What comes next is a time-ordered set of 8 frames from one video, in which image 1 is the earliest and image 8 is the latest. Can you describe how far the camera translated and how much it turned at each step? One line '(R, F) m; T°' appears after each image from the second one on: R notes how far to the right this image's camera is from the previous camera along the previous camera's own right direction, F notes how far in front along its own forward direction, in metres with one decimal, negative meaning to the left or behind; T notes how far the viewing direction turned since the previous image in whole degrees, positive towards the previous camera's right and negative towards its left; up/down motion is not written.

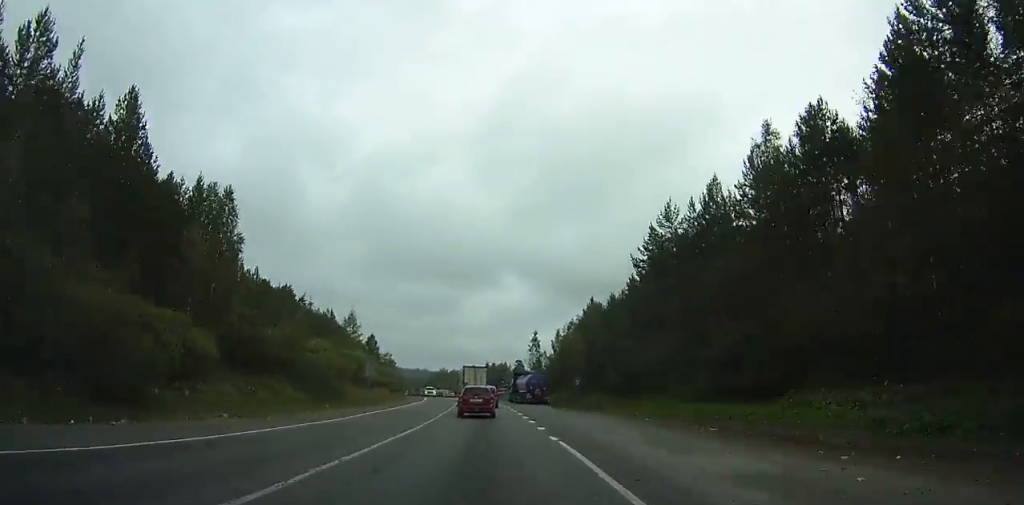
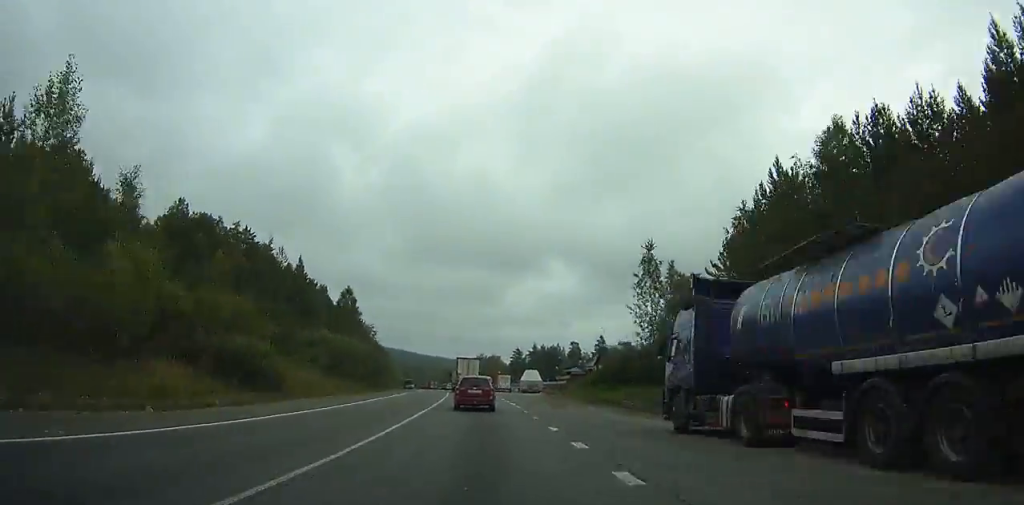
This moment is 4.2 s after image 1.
(-2.8, +57.0) m; -5°
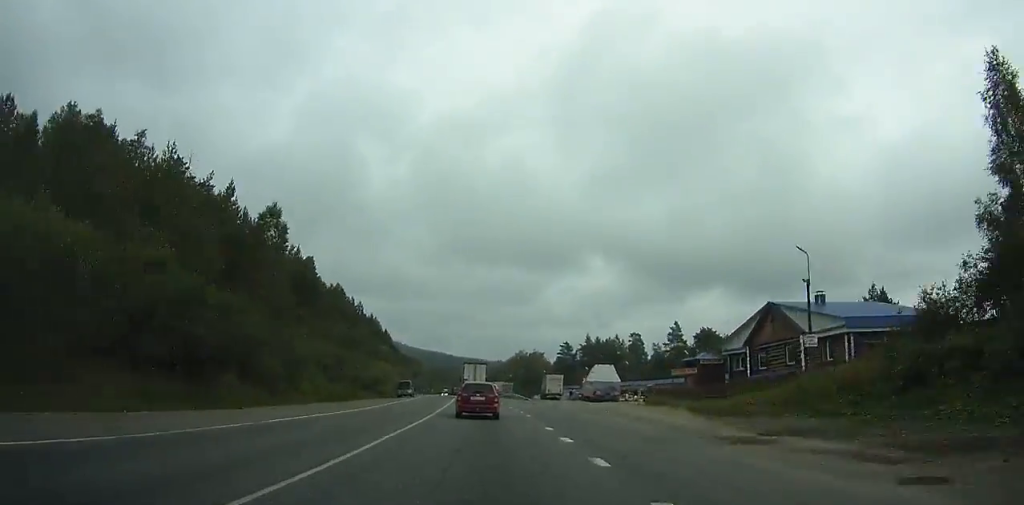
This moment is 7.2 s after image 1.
(-1.4, +41.9) m; -3°
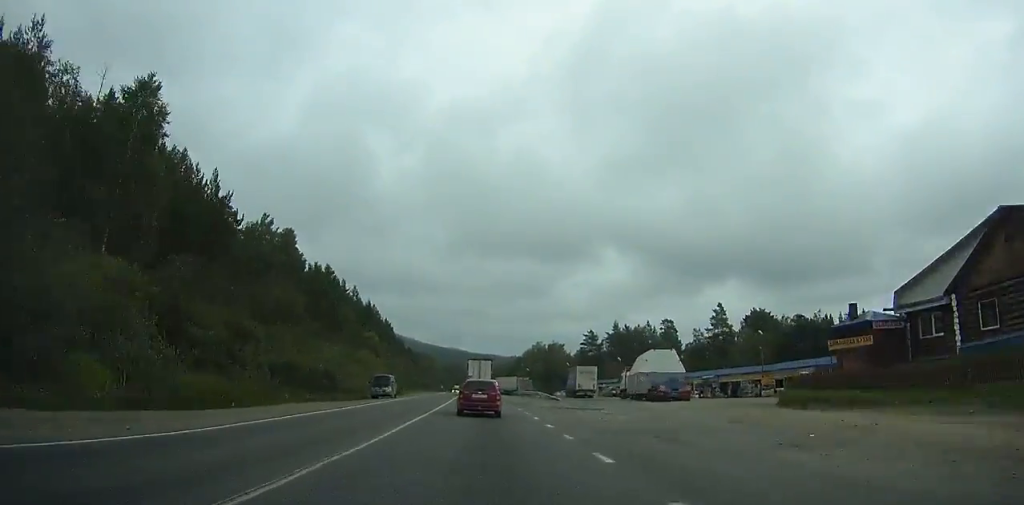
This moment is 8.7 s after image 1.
(-0.2, +21.0) m; -1°
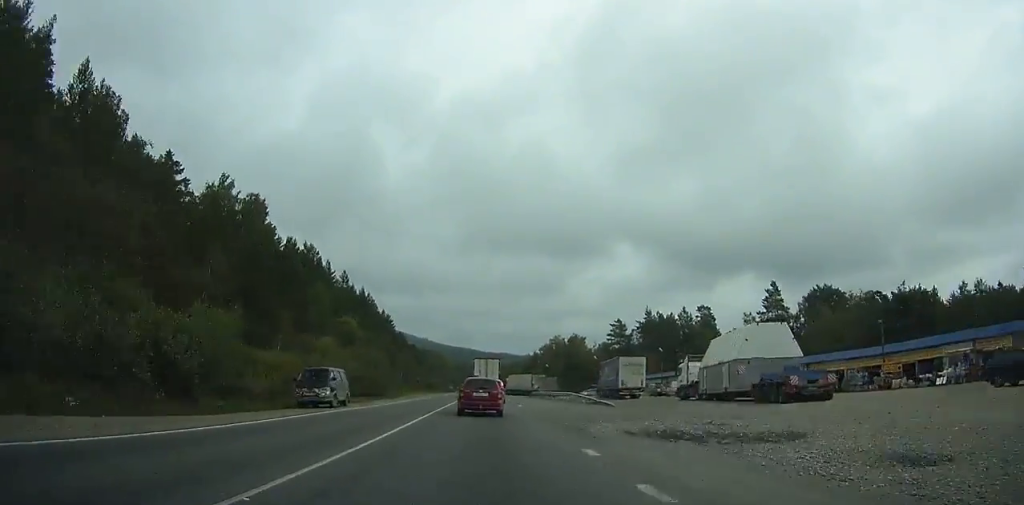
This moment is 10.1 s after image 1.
(-0.3, +19.4) m; -1°
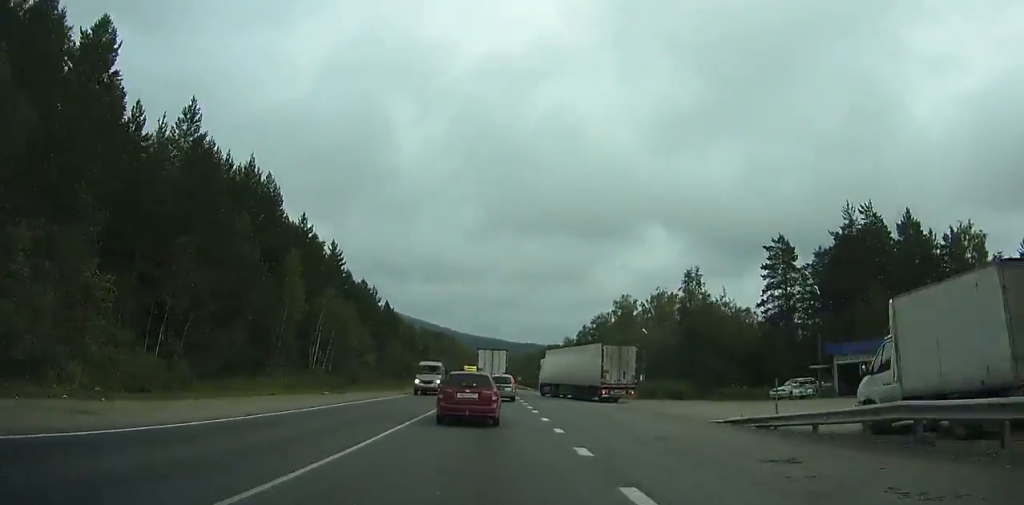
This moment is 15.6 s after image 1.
(-2.1, +72.5) m; -3°
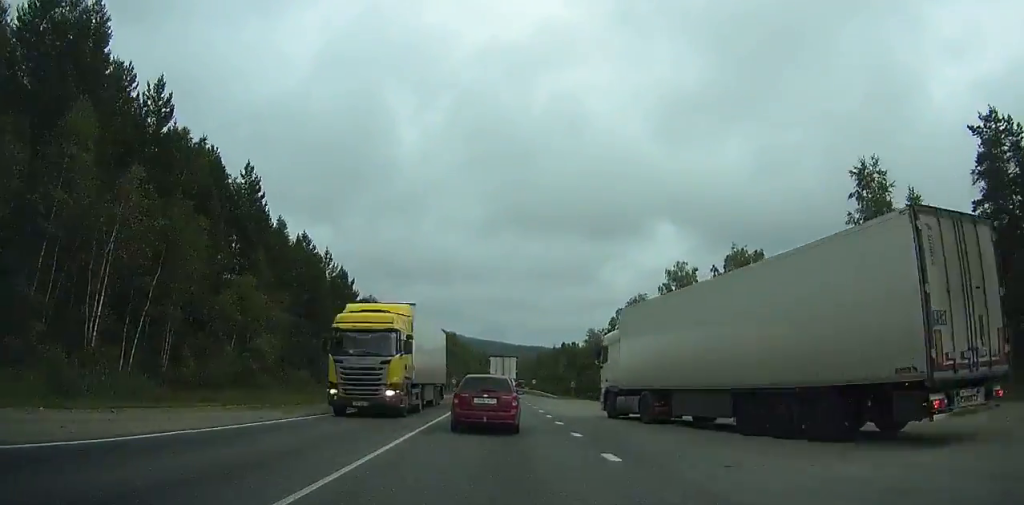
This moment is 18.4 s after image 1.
(-0.2, +35.2) m; 0°
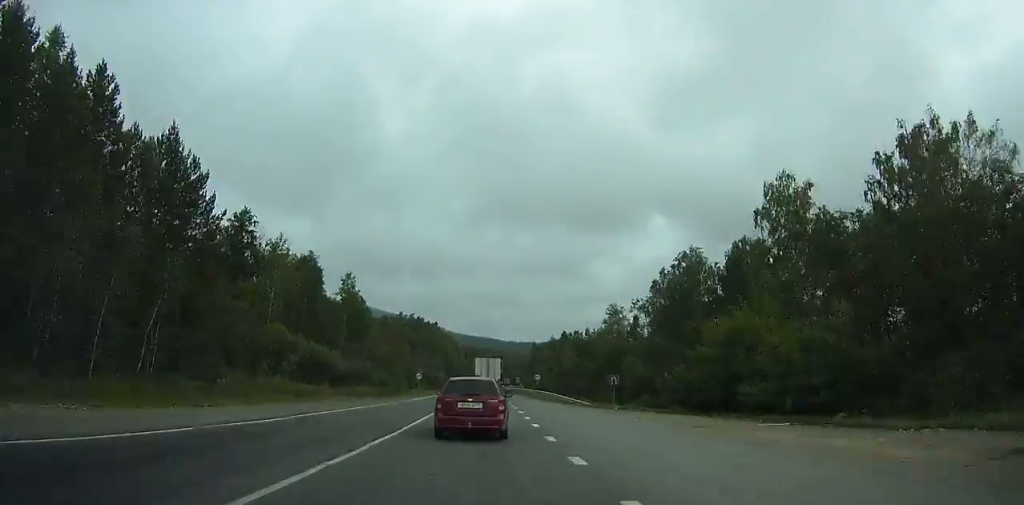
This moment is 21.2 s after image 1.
(+0.1, +35.4) m; 0°
